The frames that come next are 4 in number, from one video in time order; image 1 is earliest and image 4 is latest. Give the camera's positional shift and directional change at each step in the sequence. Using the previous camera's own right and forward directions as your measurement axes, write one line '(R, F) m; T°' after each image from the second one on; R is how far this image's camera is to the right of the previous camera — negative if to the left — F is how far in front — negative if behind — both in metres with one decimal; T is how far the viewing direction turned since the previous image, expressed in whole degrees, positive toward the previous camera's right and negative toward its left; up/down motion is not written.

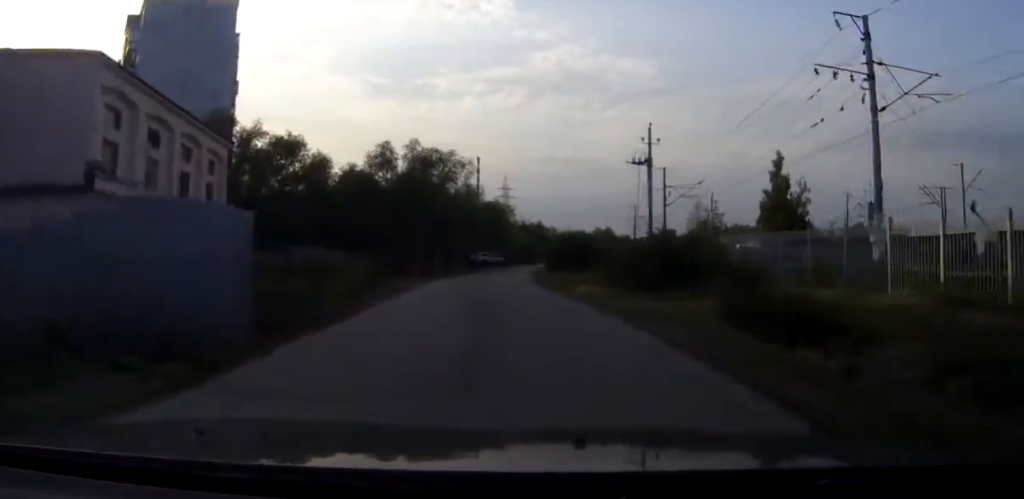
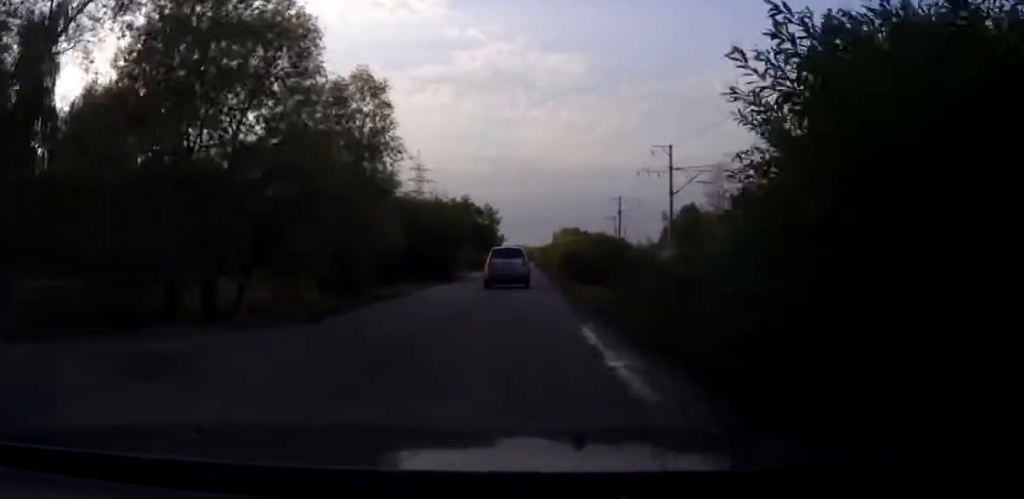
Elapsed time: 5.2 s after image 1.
(+4.9, +81.8) m; +8°
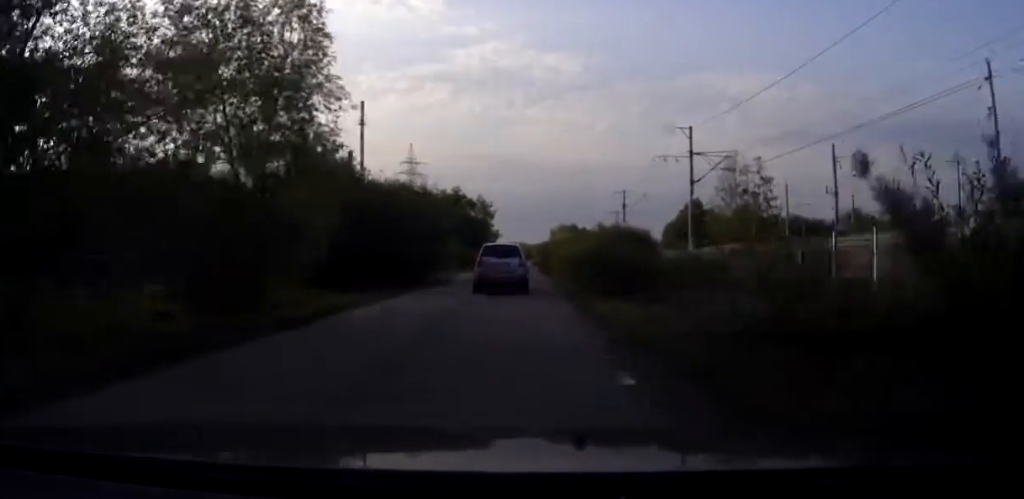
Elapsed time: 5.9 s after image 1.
(+0.1, +9.8) m; +1°
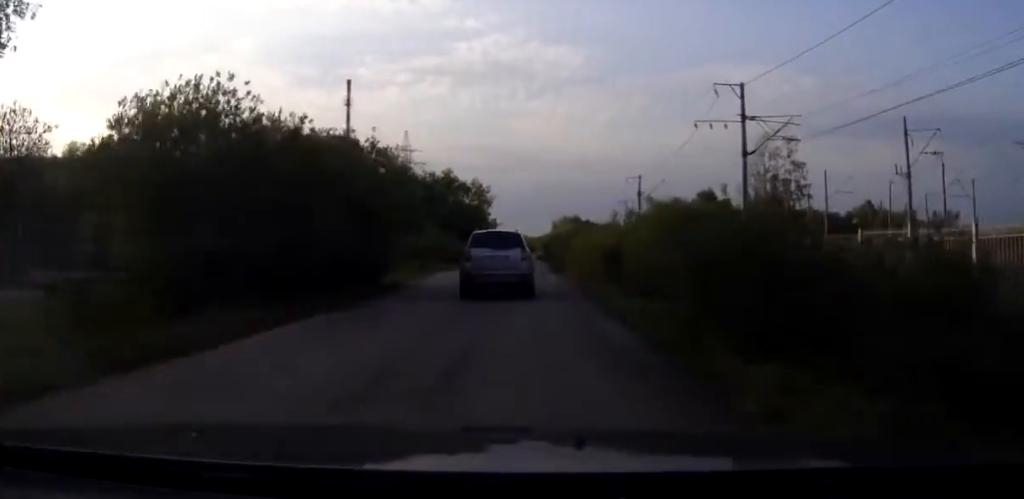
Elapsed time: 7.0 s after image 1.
(0.0, +15.0) m; 0°
